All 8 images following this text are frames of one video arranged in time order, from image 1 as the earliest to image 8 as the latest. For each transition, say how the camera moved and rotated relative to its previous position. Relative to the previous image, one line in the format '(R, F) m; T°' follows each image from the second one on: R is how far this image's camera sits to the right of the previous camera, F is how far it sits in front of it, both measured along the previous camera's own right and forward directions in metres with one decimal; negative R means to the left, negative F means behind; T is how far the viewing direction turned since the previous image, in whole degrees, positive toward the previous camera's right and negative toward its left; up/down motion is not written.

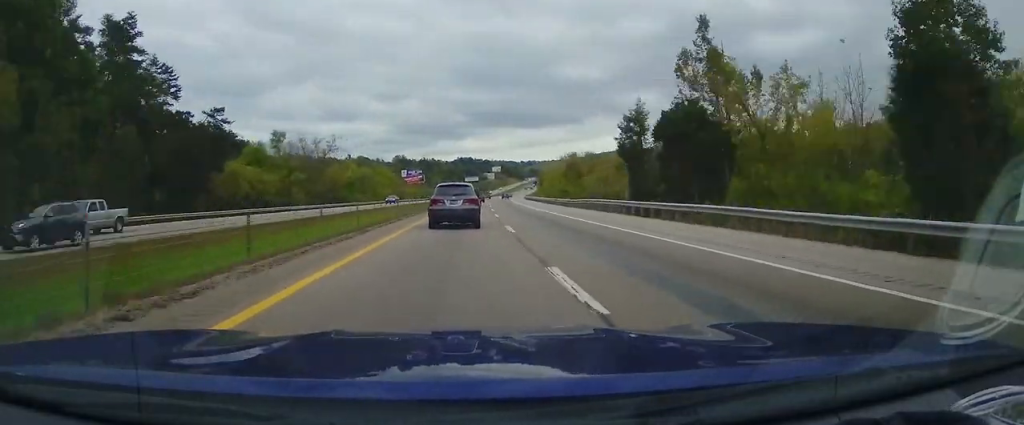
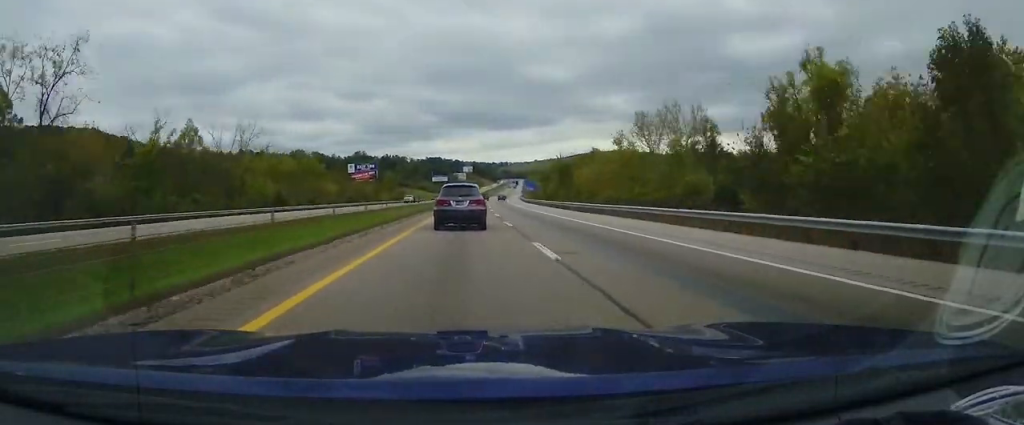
(+1.3, +80.3) m; +3°
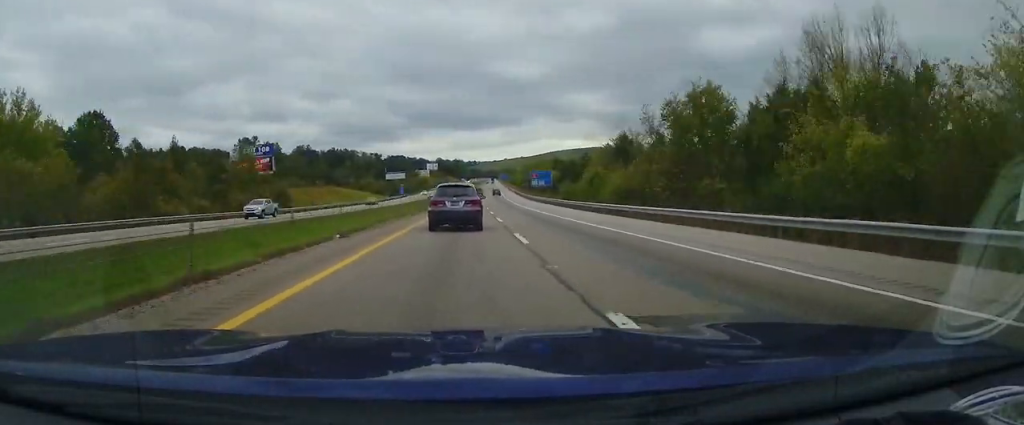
(+3.4, +106.3) m; +3°
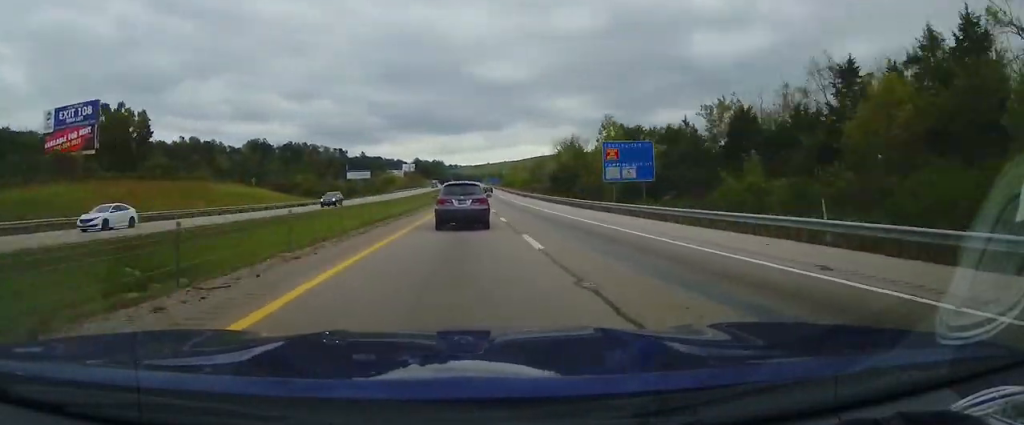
(+1.4, +74.5) m; +1°
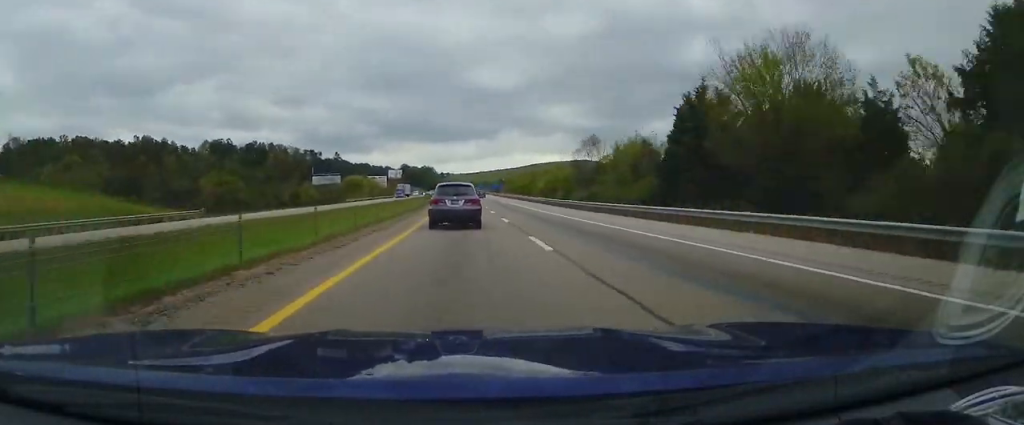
(+0.8, +61.3) m; 0°
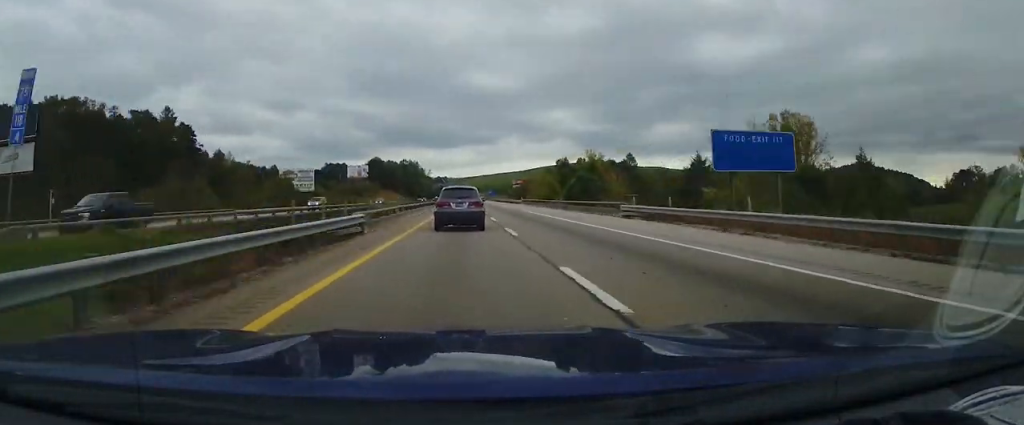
(+0.1, +203.2) m; 0°
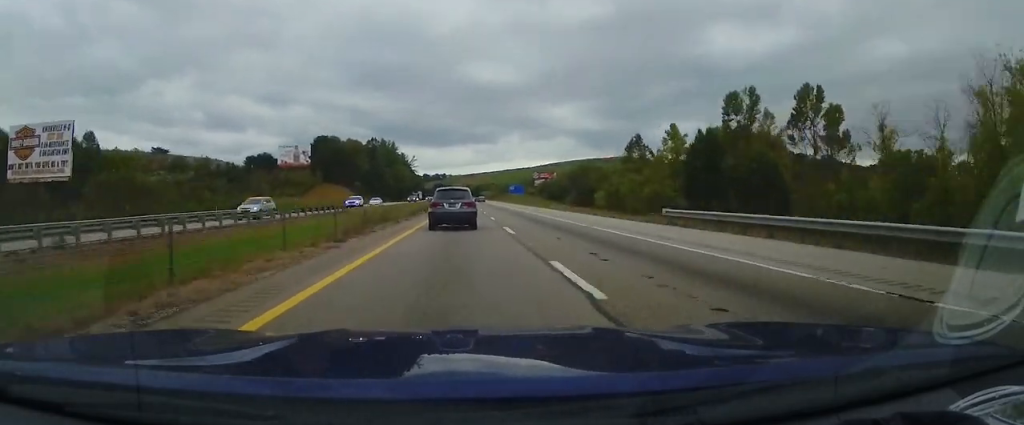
(0.0, +146.2) m; 0°
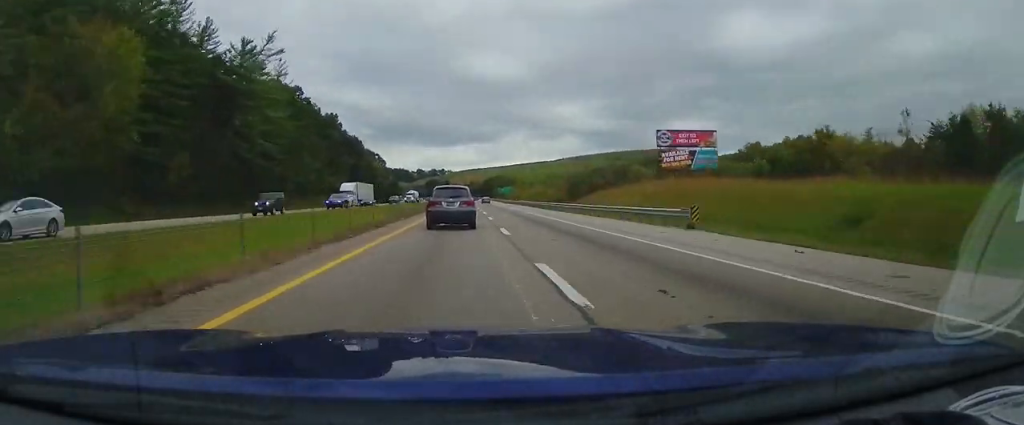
(+0.8, +218.1) m; 0°
